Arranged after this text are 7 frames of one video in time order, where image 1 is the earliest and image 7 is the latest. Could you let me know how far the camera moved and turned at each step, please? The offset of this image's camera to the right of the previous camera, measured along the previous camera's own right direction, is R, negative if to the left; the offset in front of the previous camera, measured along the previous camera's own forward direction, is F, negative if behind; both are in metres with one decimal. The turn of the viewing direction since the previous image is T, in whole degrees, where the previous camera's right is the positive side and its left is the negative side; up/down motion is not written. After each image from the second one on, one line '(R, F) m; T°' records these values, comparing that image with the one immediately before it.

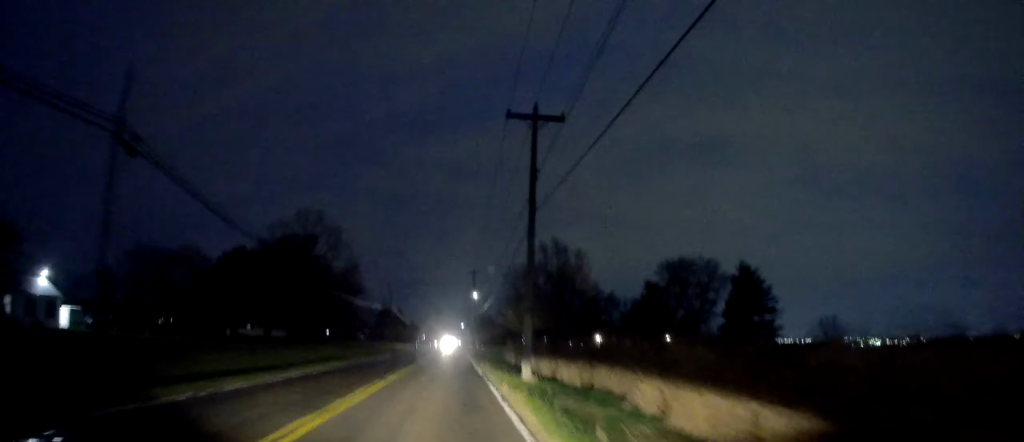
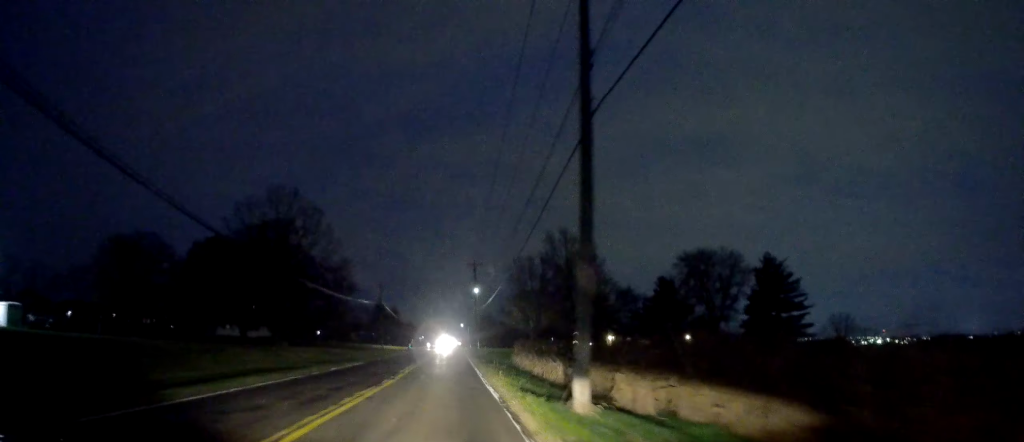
(0.0, +10.3) m; -1°
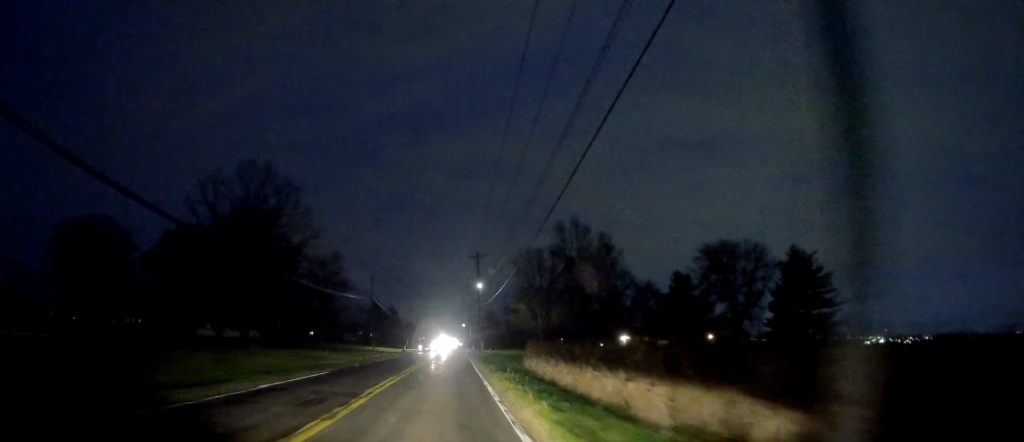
(-0.1, +9.0) m; 0°
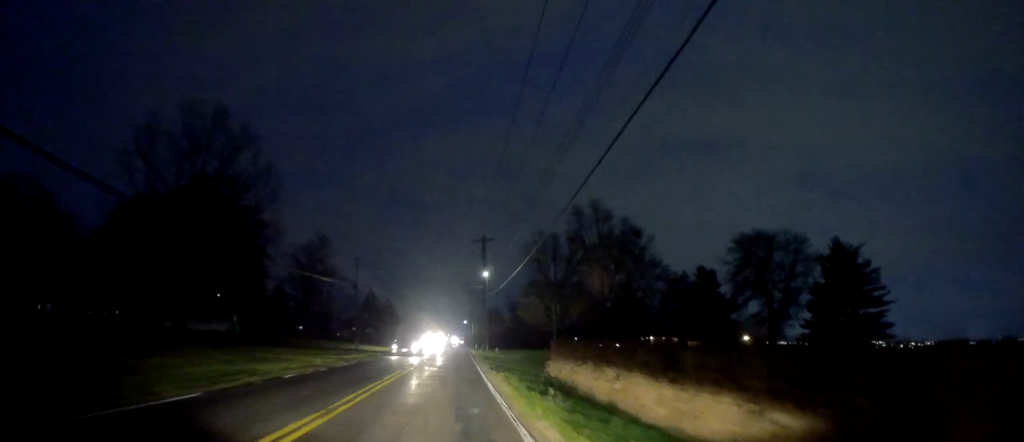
(-0.1, +12.0) m; 0°
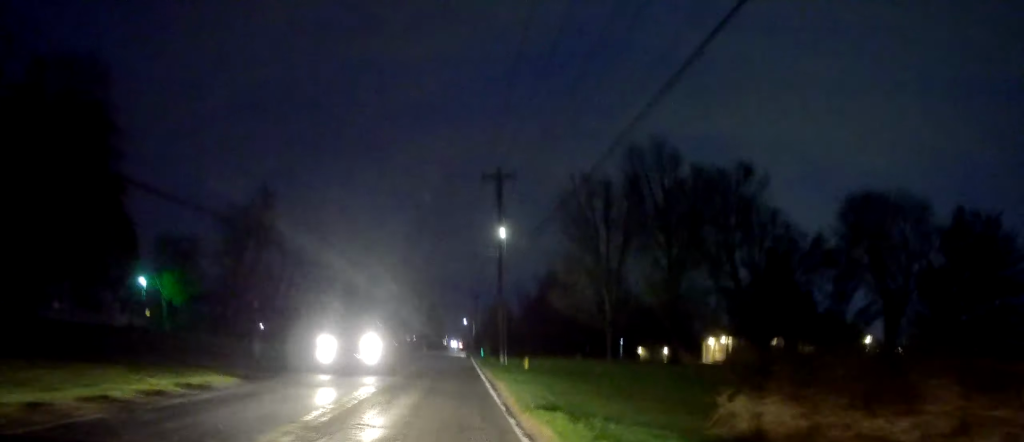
(+0.3, +28.1) m; -1°
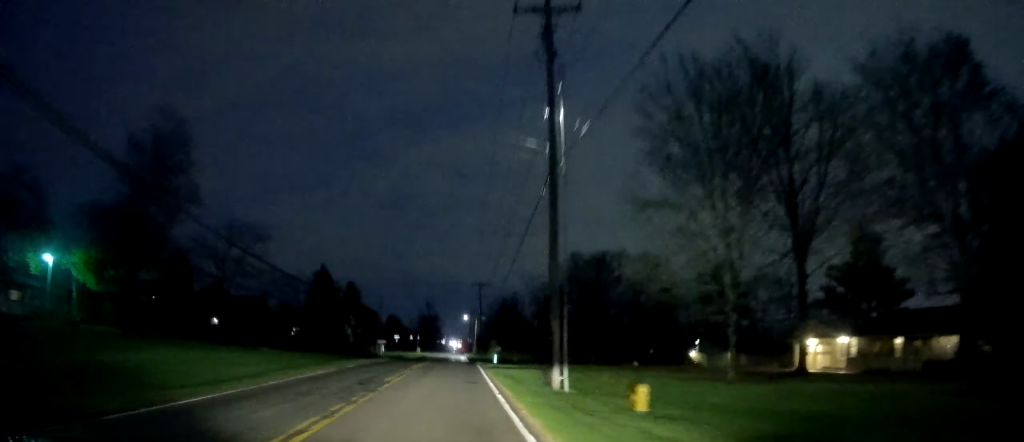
(-0.4, +22.3) m; -2°
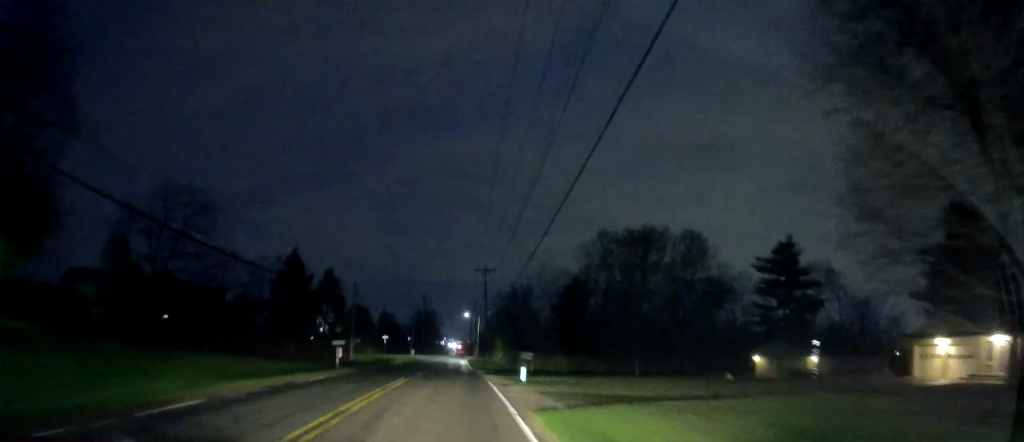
(-0.2, +16.9) m; +2°
